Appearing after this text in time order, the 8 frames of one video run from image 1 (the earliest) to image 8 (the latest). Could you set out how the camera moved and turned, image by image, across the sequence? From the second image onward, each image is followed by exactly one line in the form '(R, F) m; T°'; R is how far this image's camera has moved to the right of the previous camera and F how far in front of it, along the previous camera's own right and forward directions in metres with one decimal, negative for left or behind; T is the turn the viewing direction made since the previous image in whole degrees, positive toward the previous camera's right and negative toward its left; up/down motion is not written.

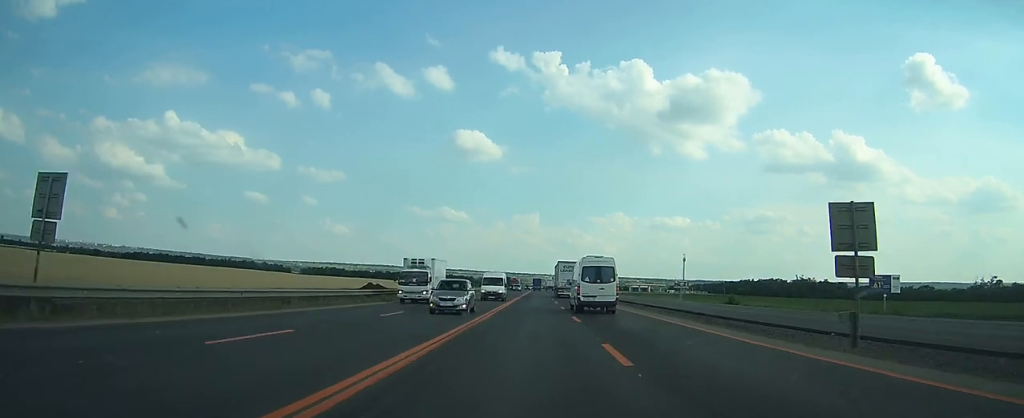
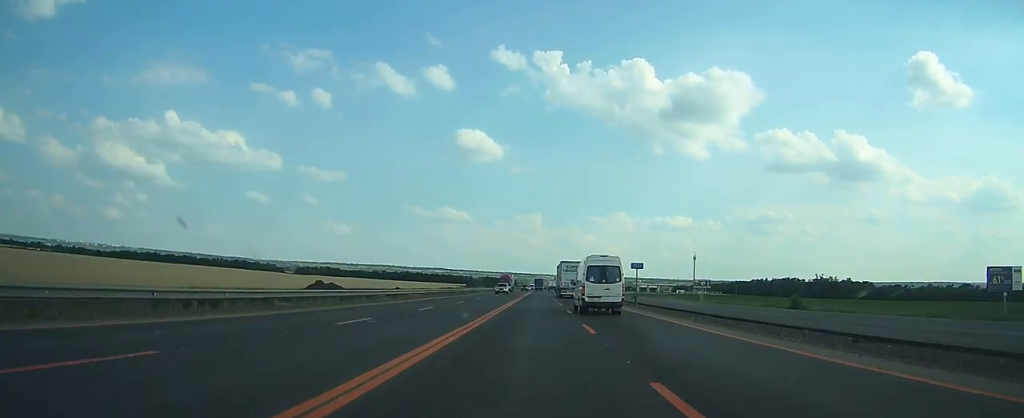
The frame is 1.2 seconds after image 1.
(0.0, +29.3) m; 0°
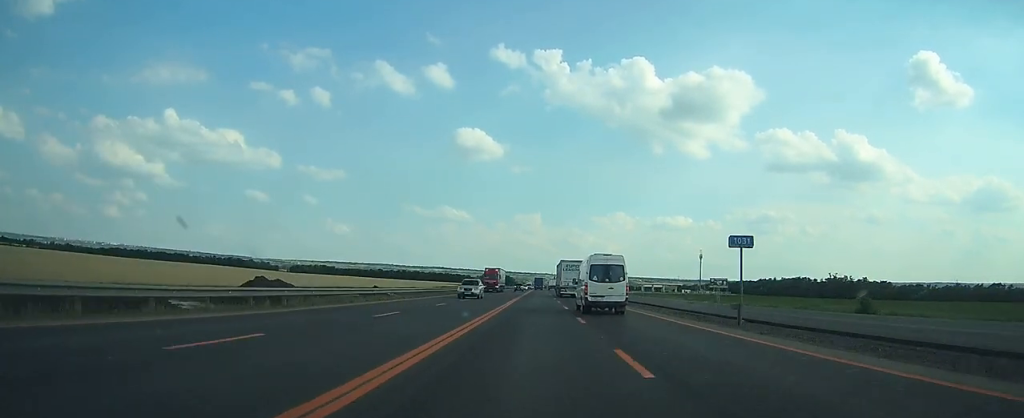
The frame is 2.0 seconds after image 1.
(0.0, +20.0) m; 0°
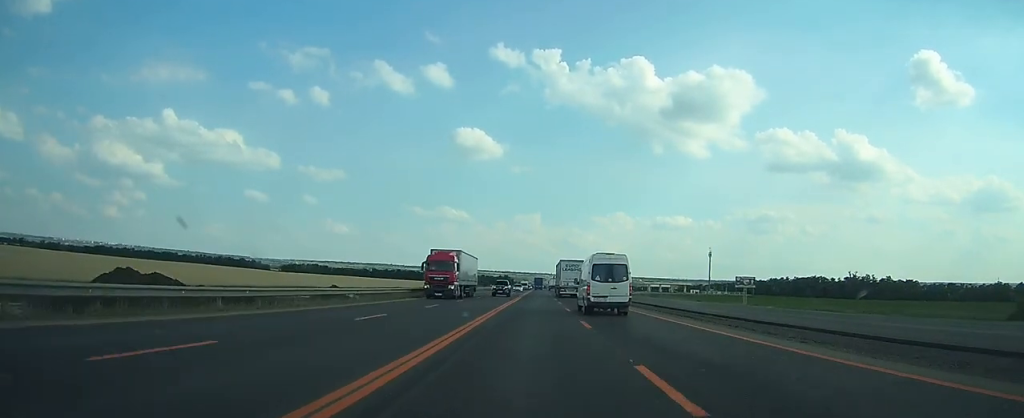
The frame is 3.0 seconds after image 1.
(0.0, +25.8) m; 0°
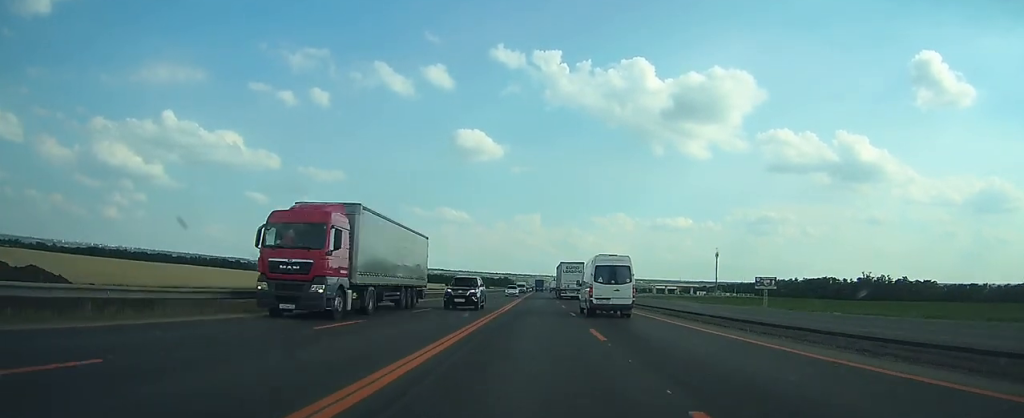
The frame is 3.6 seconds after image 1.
(0.0, +15.1) m; 0°
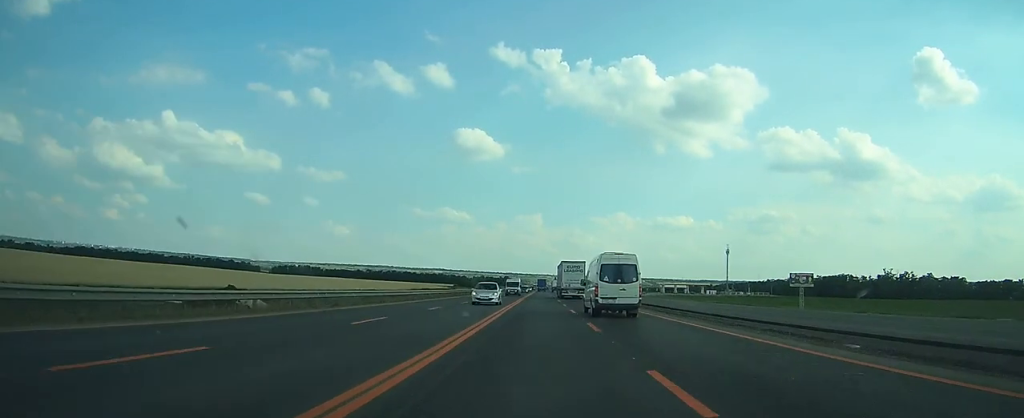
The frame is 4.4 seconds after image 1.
(0.0, +21.0) m; 0°
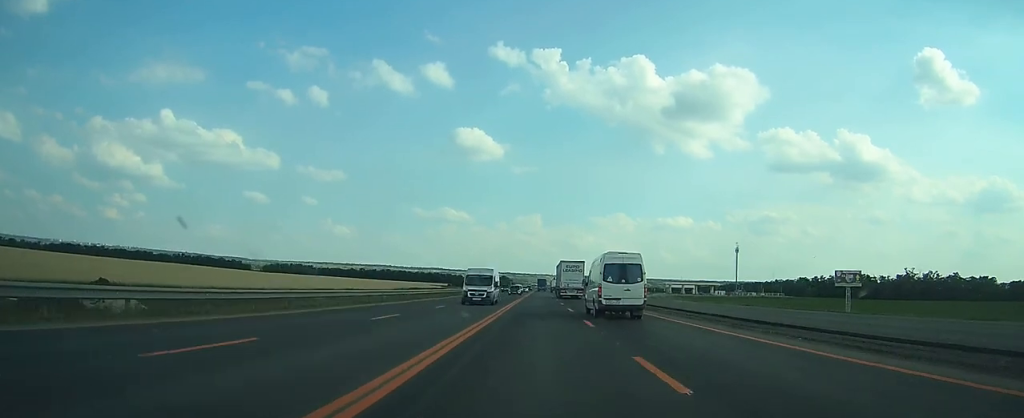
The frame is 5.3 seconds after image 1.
(0.0, +22.0) m; 0°
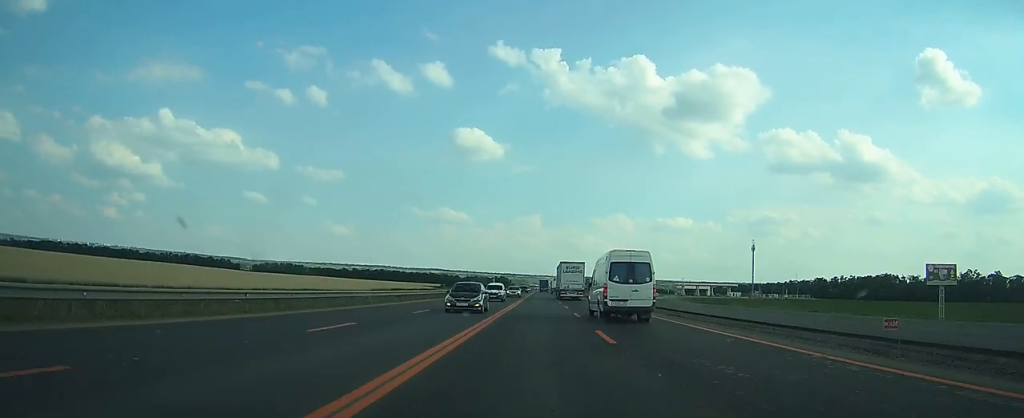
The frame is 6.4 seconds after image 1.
(0.0, +29.0) m; 0°
